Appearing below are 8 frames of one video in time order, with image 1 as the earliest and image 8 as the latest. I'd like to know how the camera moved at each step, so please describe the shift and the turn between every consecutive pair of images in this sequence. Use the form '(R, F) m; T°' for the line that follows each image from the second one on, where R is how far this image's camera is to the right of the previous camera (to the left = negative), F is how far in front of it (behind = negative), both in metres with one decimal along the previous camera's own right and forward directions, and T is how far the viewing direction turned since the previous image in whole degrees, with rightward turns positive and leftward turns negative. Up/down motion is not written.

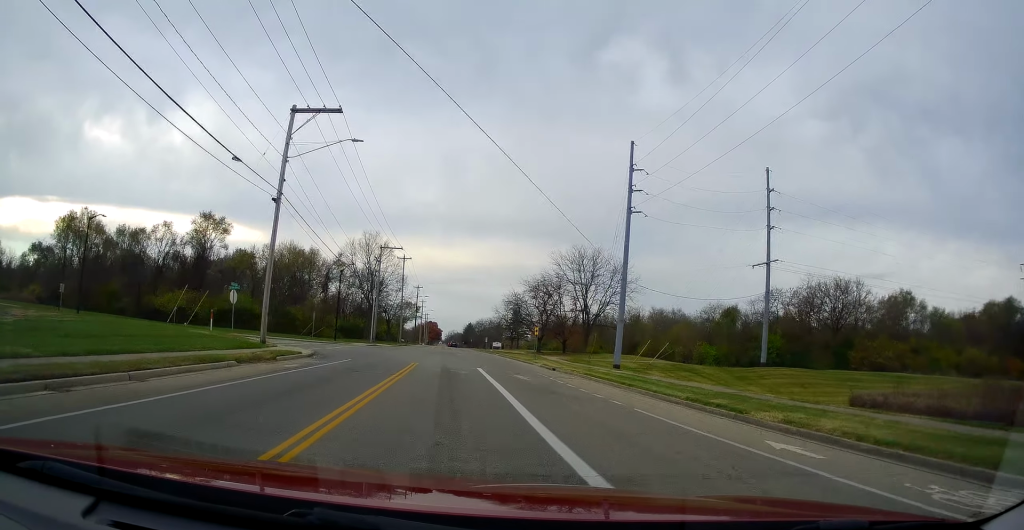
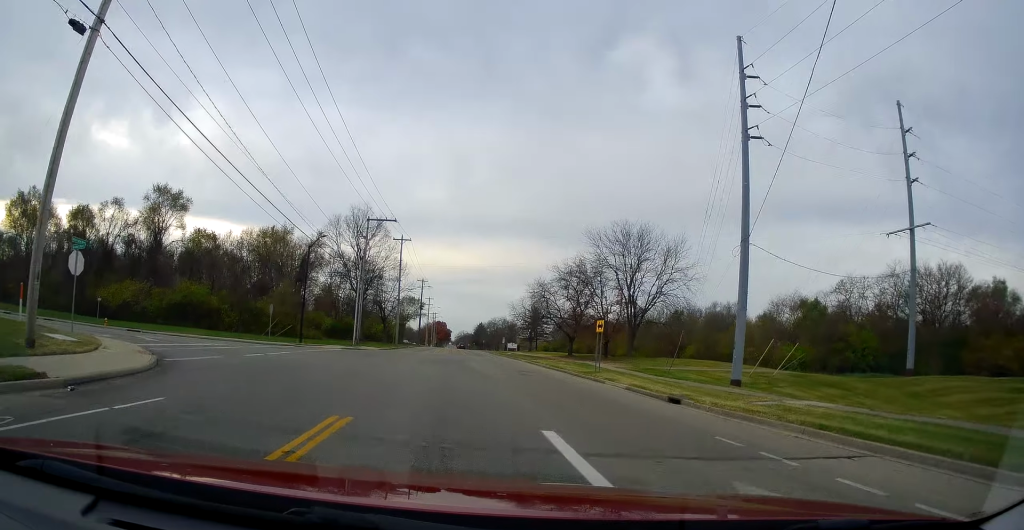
(+0.3, +21.1) m; +3°
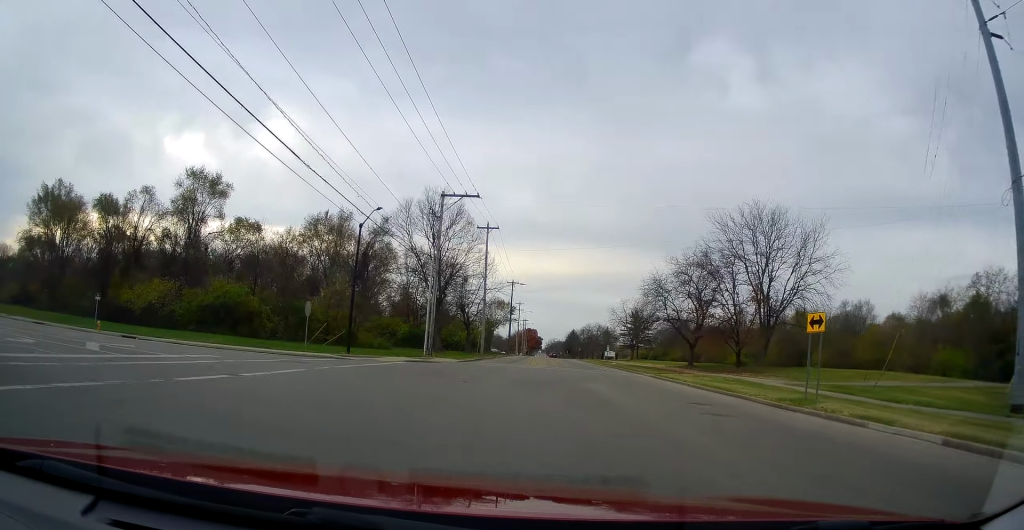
(0.0, +14.3) m; -4°
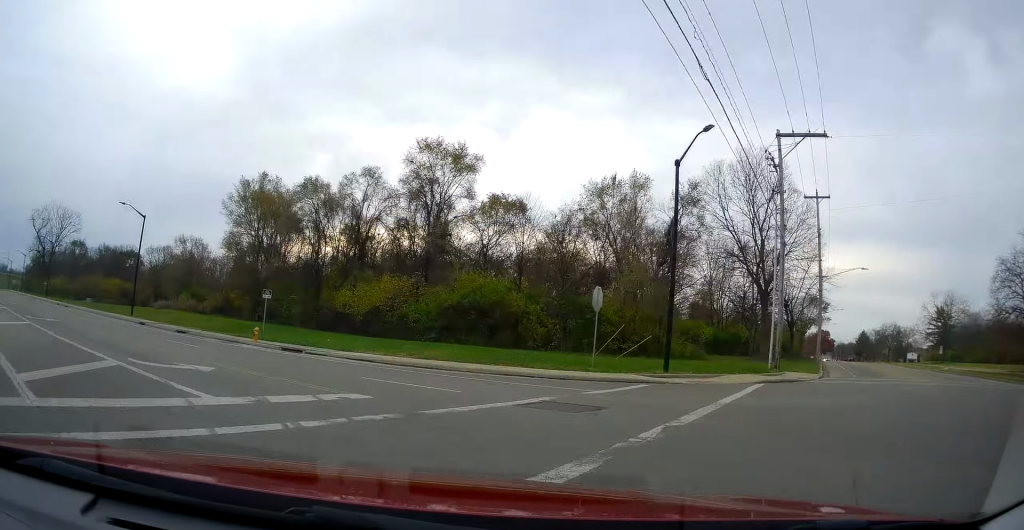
(-1.8, +14.8) m; -16°
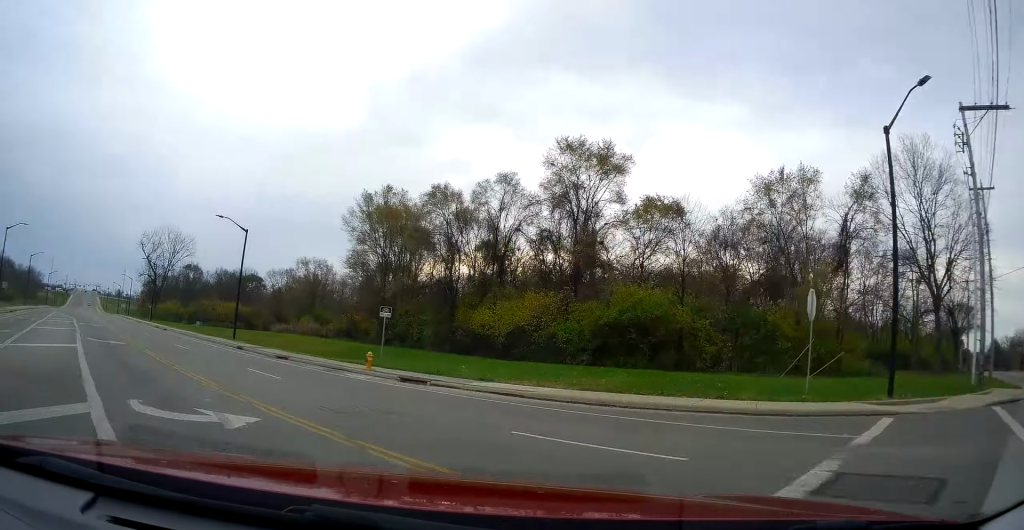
(-0.1, +5.1) m; -9°
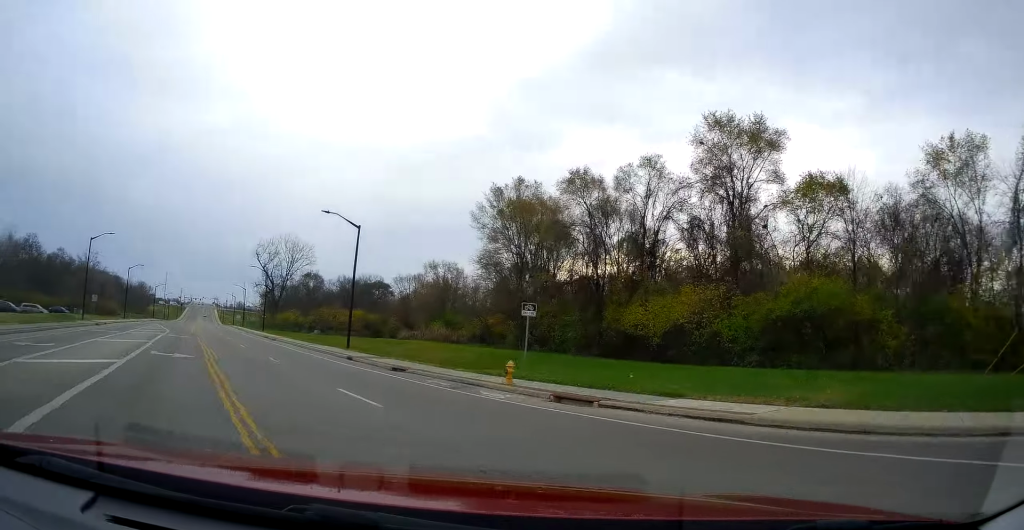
(-0.5, +4.7) m; -11°
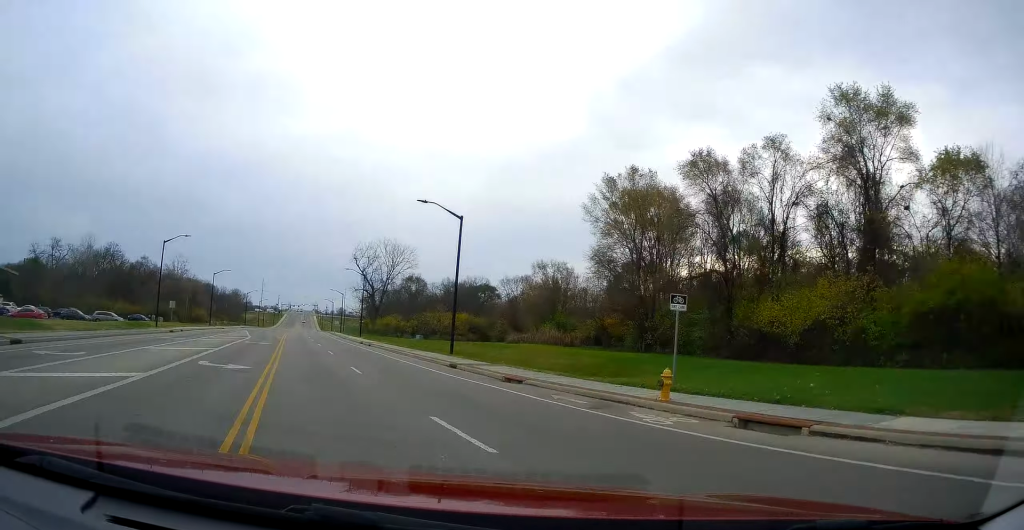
(0.0, +3.8) m; -9°
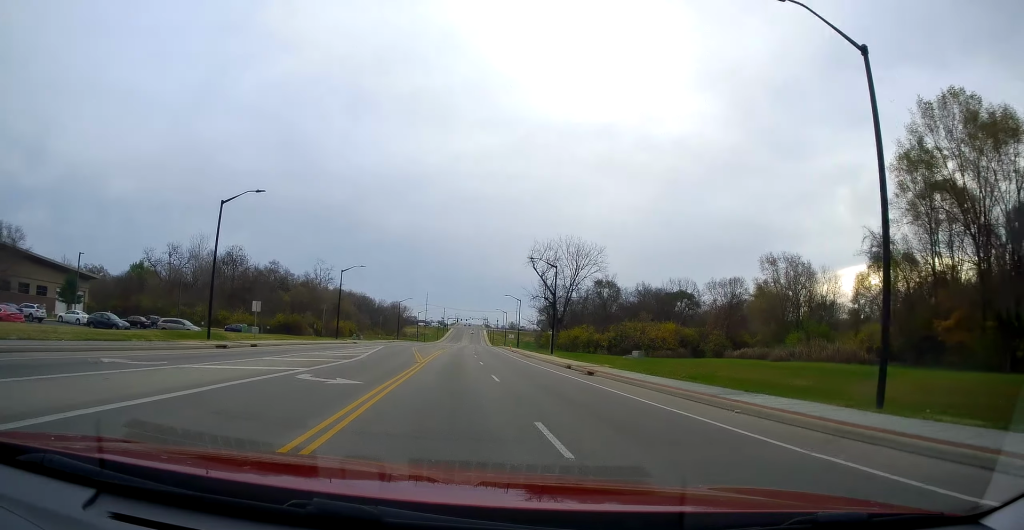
(-8.5, +17.8) m; -43°
